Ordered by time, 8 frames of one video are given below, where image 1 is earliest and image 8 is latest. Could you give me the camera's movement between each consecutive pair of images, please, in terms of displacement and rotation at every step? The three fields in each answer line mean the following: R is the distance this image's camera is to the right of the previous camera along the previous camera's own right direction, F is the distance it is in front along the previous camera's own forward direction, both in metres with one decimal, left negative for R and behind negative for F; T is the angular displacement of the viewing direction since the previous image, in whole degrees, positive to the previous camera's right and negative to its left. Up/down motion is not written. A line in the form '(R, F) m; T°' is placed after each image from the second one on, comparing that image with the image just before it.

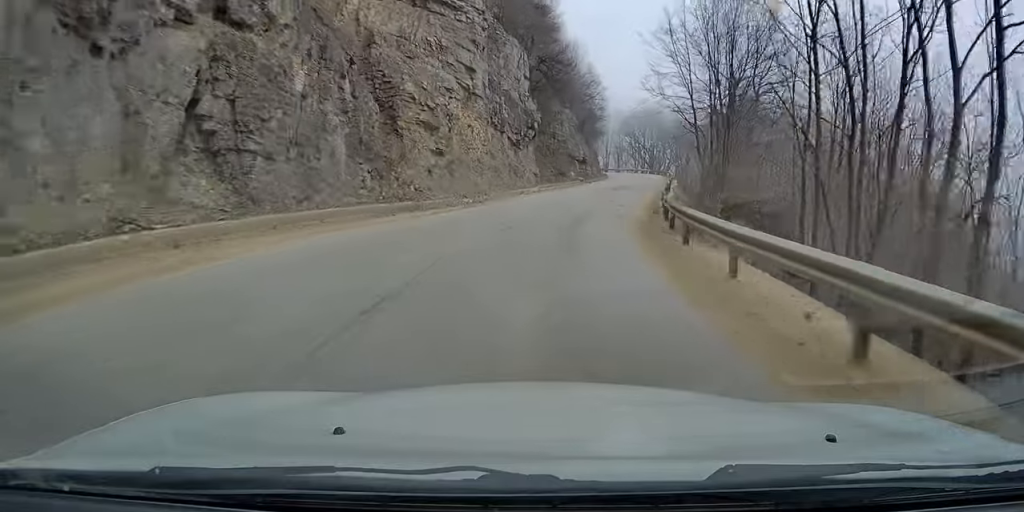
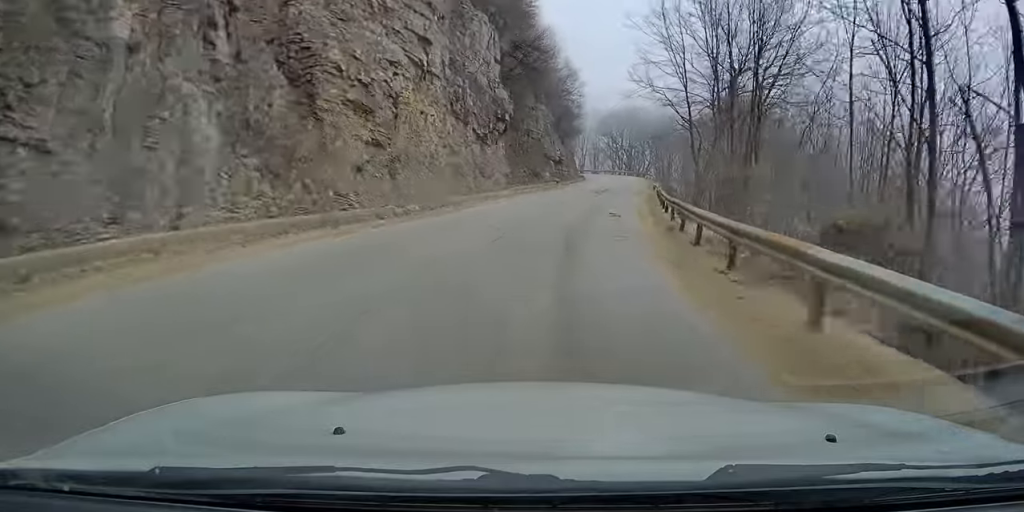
(+0.1, +6.8) m; +2°
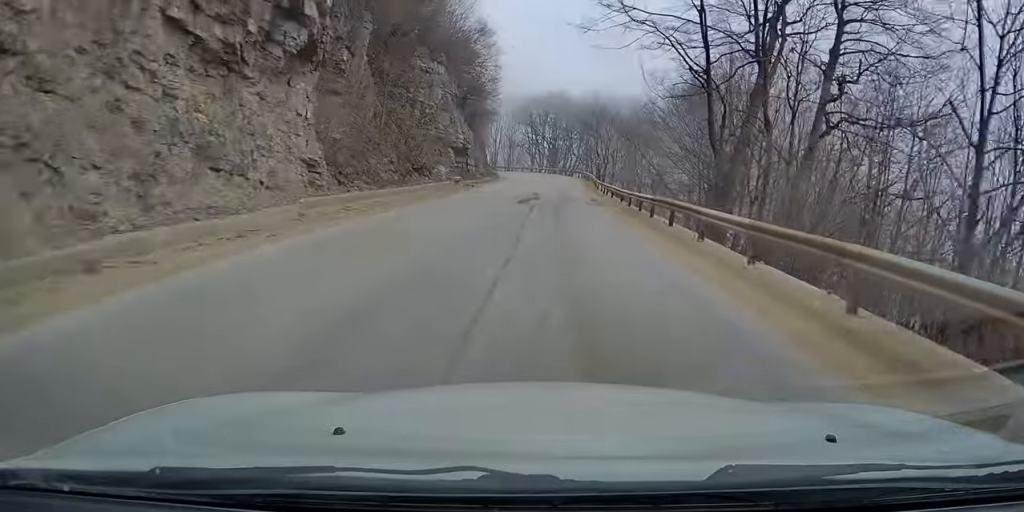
(+1.6, +22.6) m; +8°
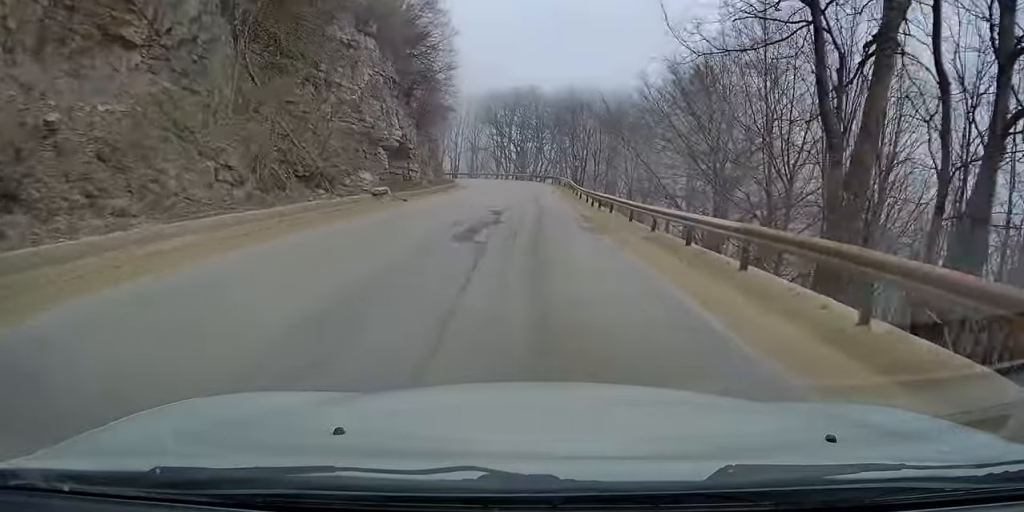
(+0.4, +12.0) m; +3°
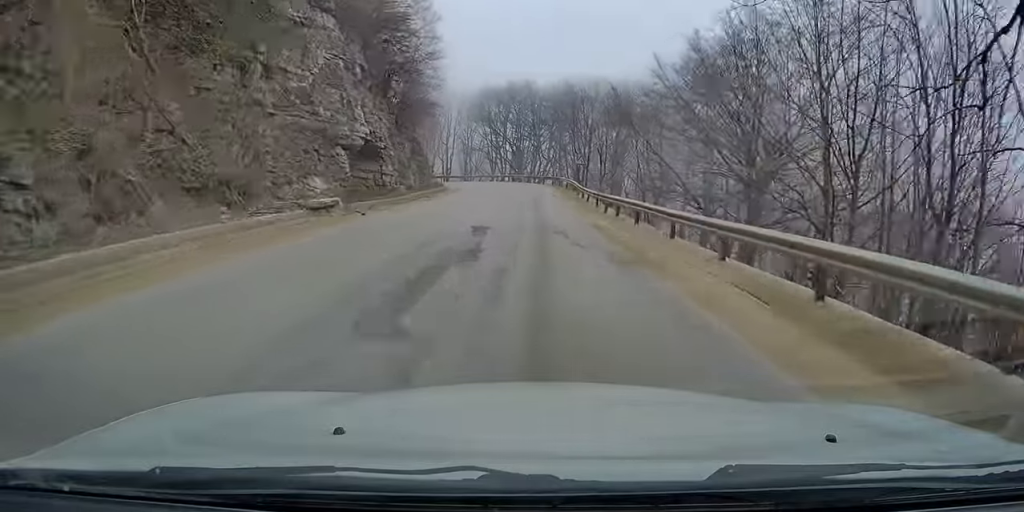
(+0.1, +6.4) m; 0°
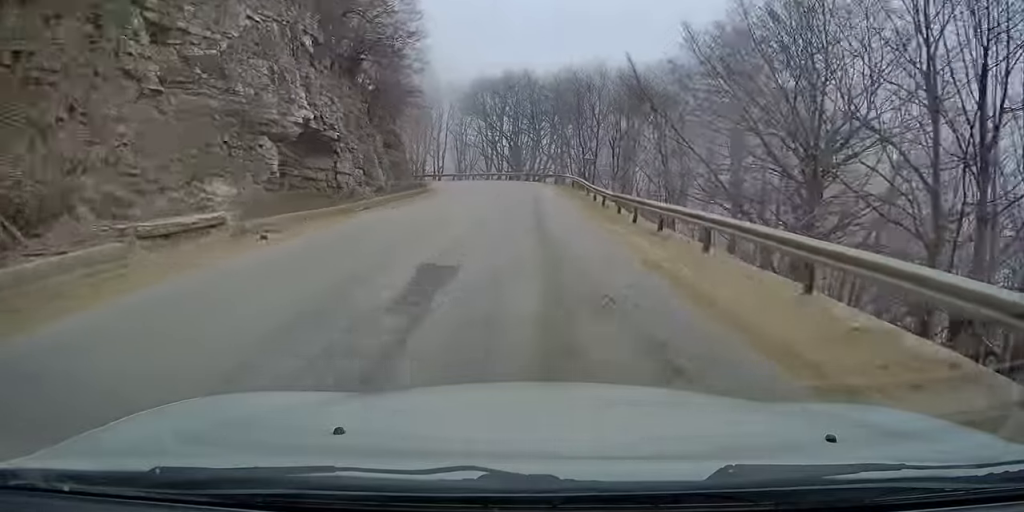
(+0.2, +7.4) m; 0°
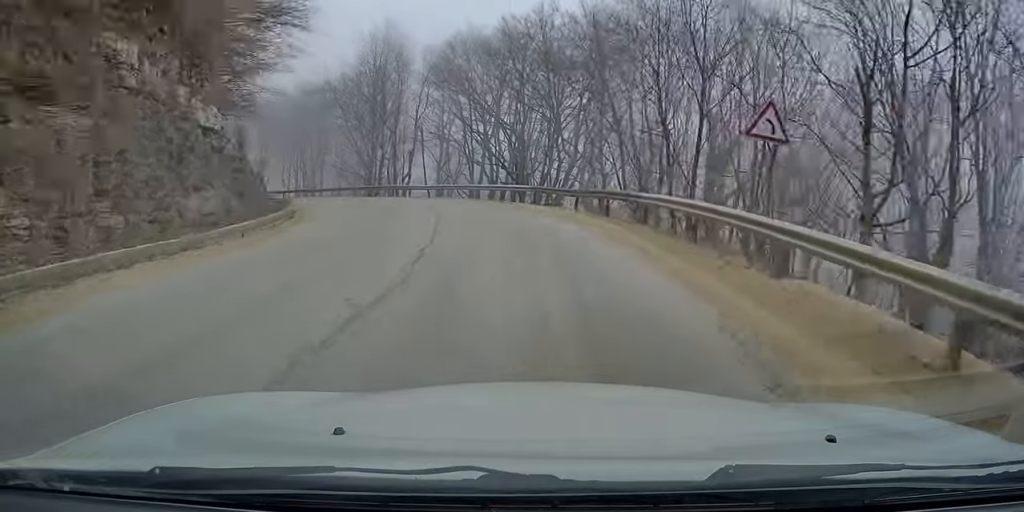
(-0.5, +28.9) m; -5°
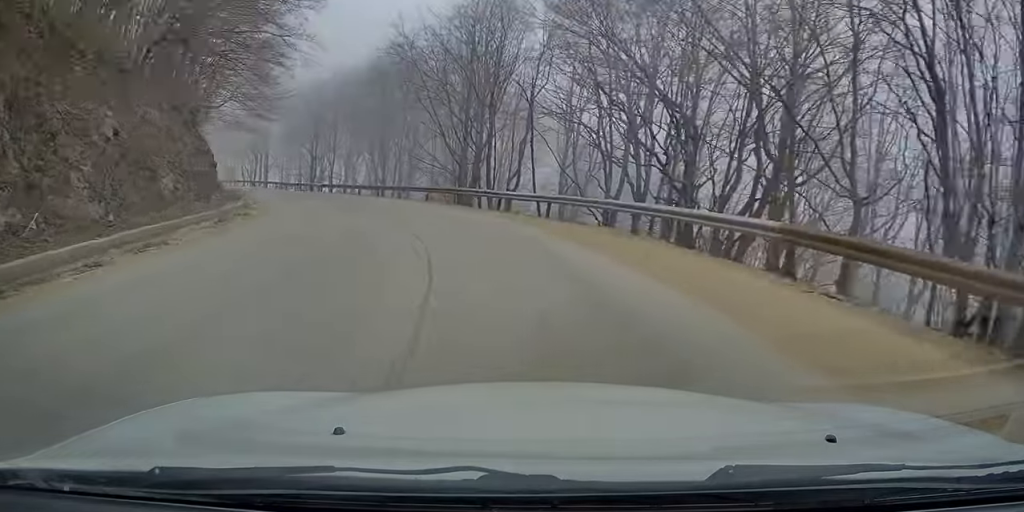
(-1.8, +16.3) m; -14°
